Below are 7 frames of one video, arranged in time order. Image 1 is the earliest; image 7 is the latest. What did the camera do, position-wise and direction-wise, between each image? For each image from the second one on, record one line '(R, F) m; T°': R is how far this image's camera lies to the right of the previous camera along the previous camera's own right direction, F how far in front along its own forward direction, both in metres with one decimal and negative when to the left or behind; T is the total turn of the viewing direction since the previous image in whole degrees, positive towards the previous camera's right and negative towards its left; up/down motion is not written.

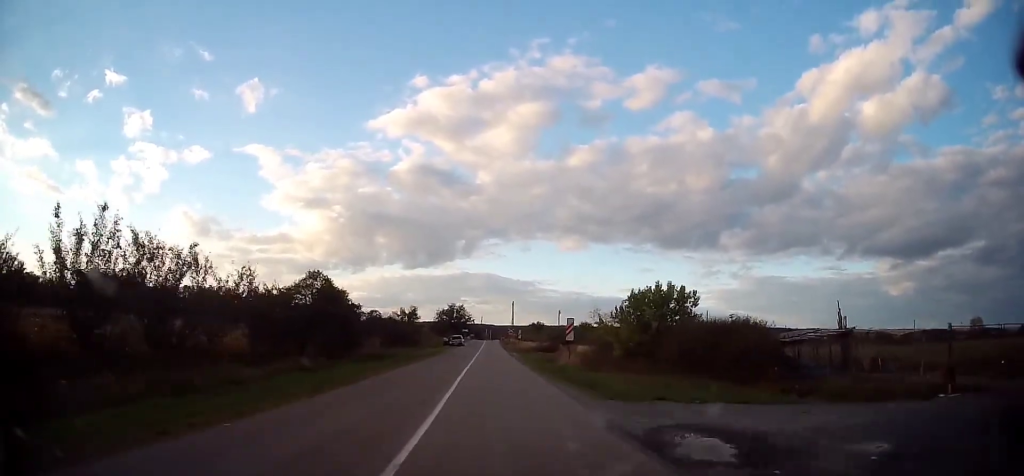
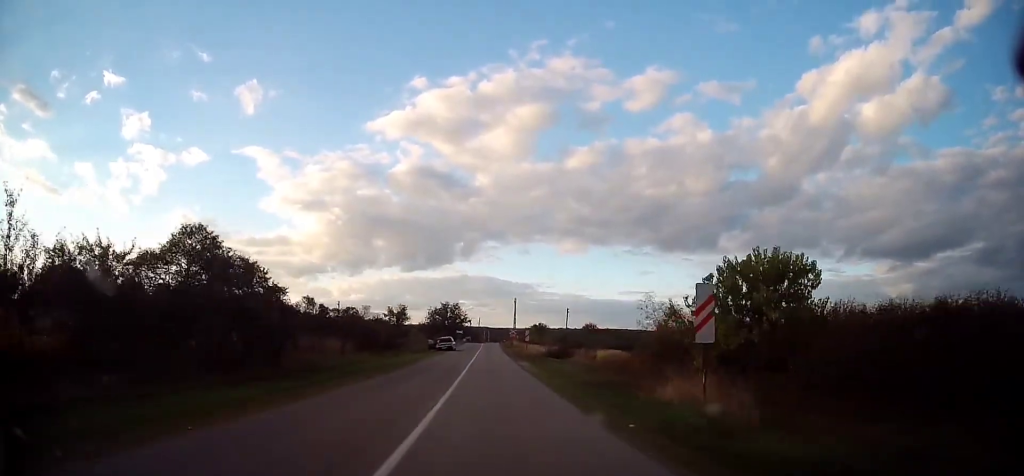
(+0.3, +15.7) m; +2°
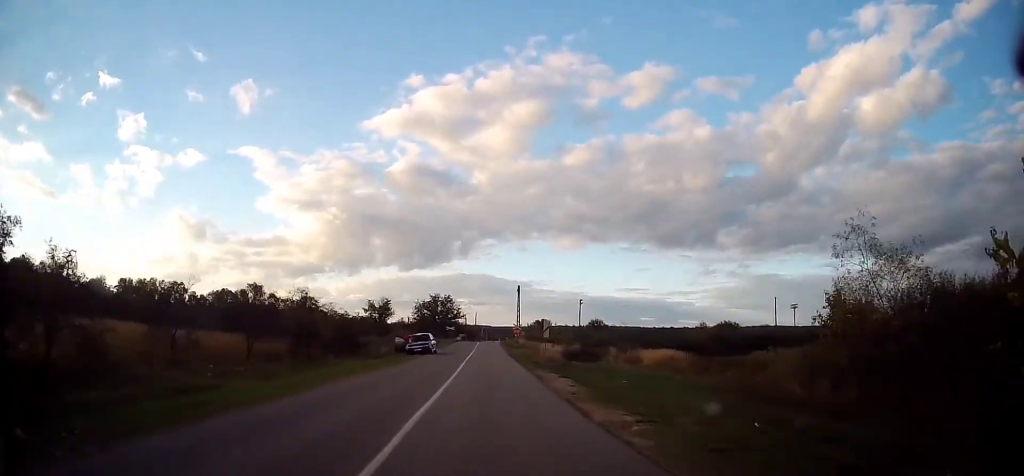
(+0.1, +18.9) m; -1°
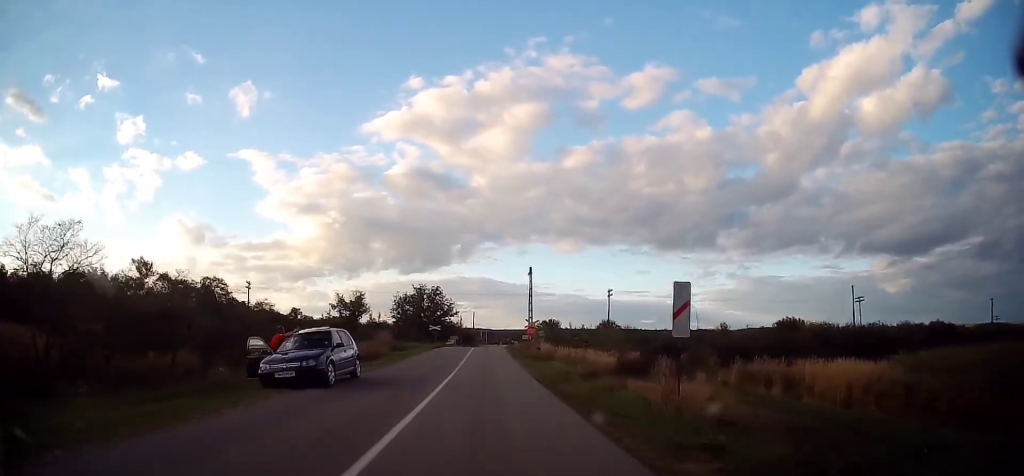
(-0.4, +23.4) m; 0°
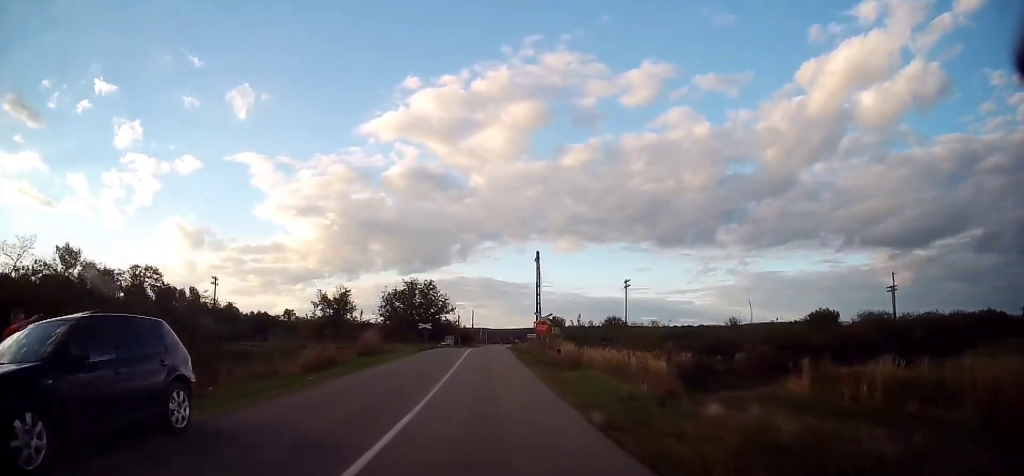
(+0.2, +9.0) m; +1°
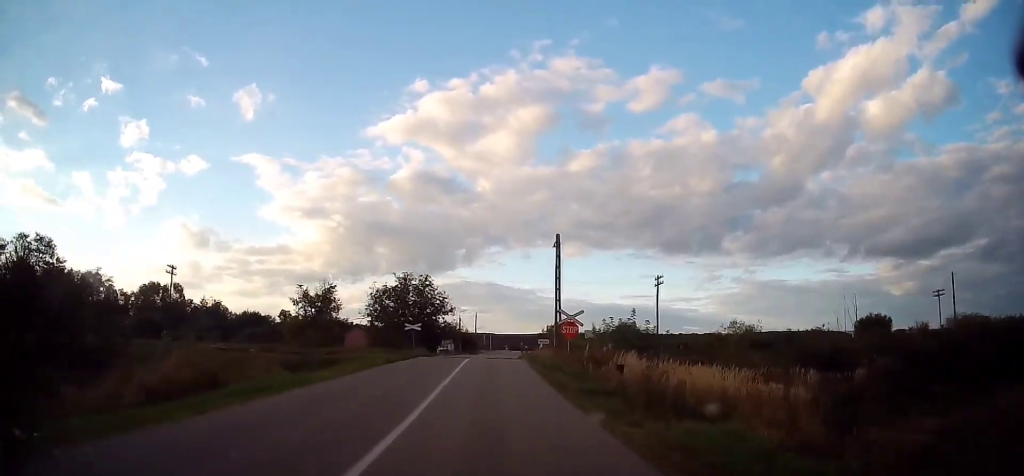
(+0.1, +10.3) m; 0°
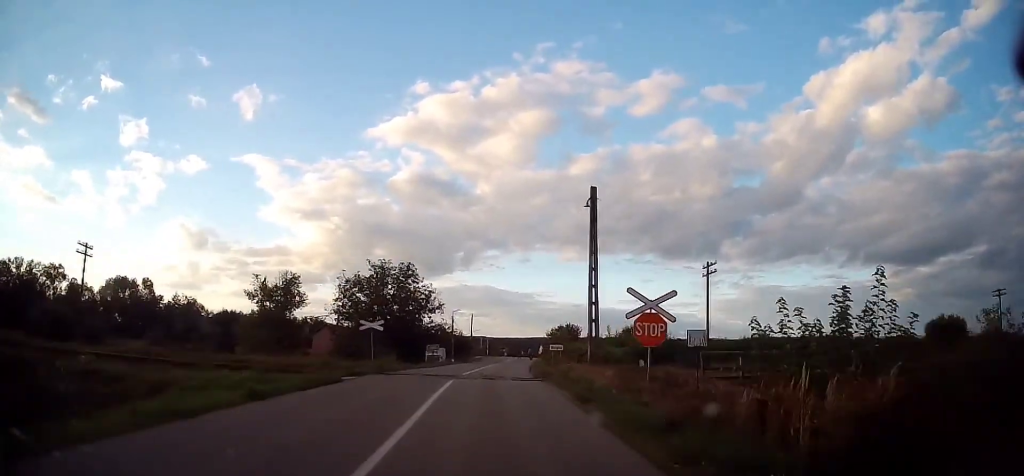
(-0.1, +13.8) m; -1°
